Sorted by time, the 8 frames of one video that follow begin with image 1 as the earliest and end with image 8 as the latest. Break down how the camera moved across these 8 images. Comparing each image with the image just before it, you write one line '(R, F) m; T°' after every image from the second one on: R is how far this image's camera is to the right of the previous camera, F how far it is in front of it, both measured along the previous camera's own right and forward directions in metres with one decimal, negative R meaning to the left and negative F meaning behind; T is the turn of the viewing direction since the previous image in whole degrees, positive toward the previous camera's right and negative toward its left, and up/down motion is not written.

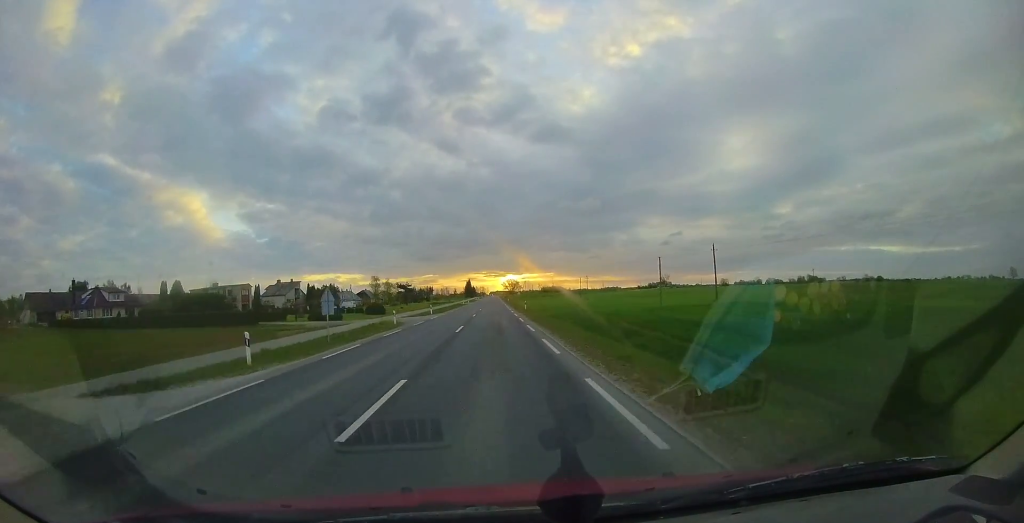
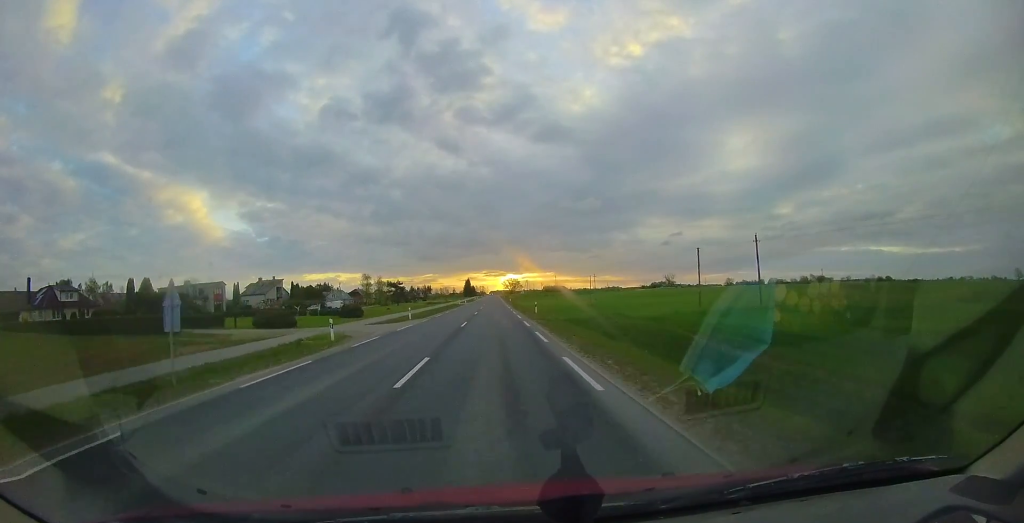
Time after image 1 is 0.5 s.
(0.0, +9.4) m; +1°
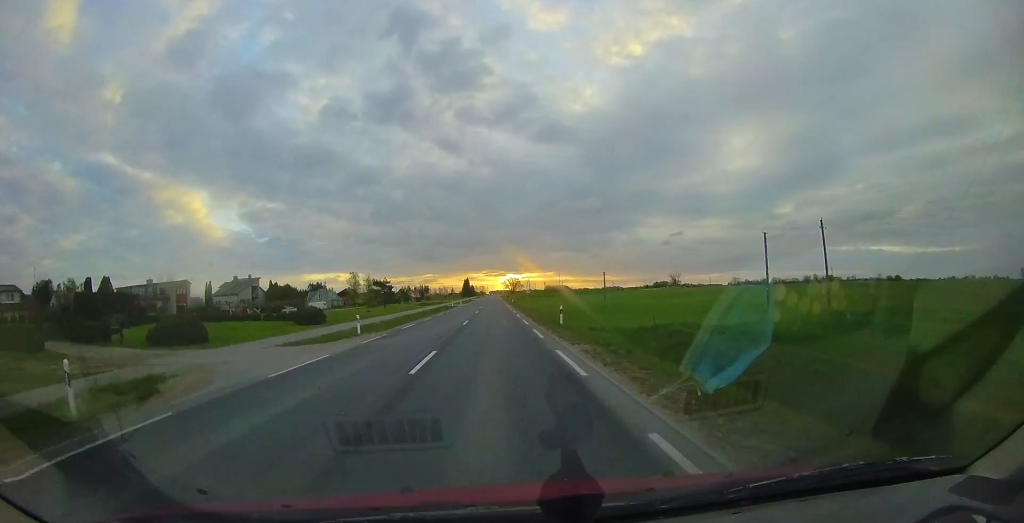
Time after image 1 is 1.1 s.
(0.0, +10.9) m; +1°
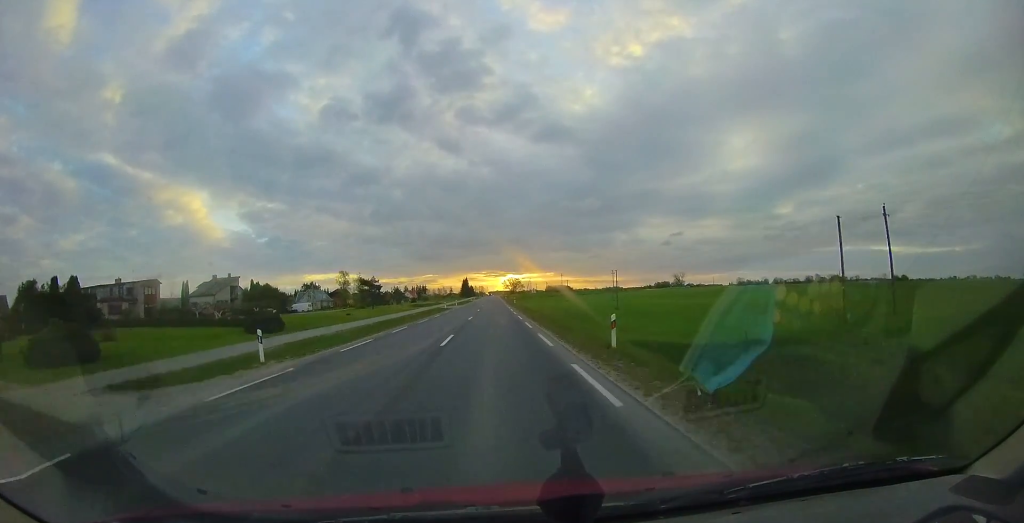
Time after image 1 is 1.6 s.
(+0.1, +8.0) m; +1°
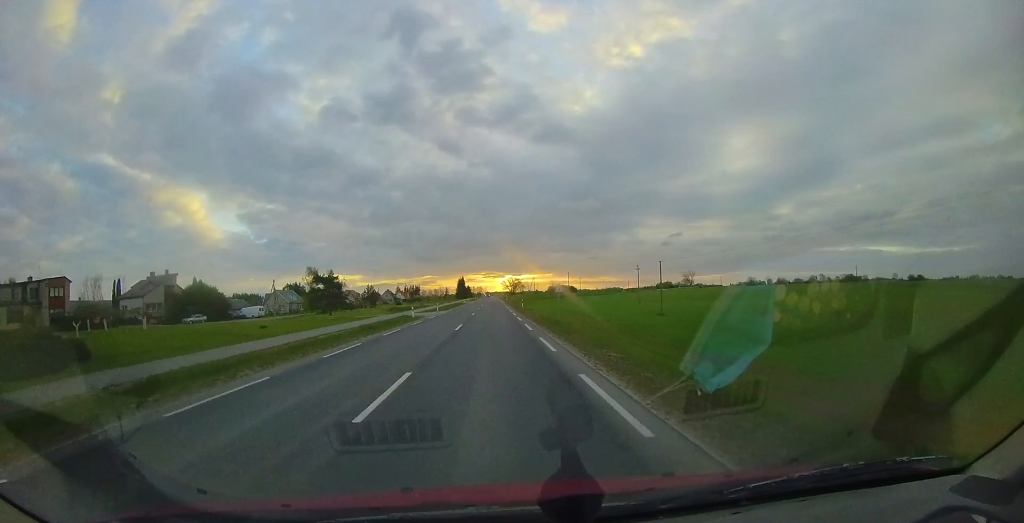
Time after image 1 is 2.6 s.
(+0.4, +19.5) m; +2°
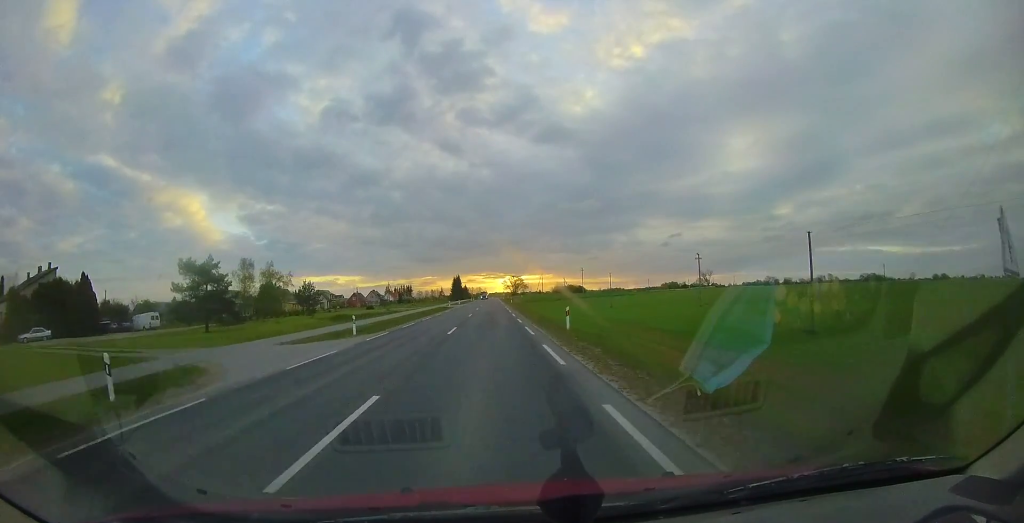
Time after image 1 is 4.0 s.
(+0.2, +26.3) m; -1°
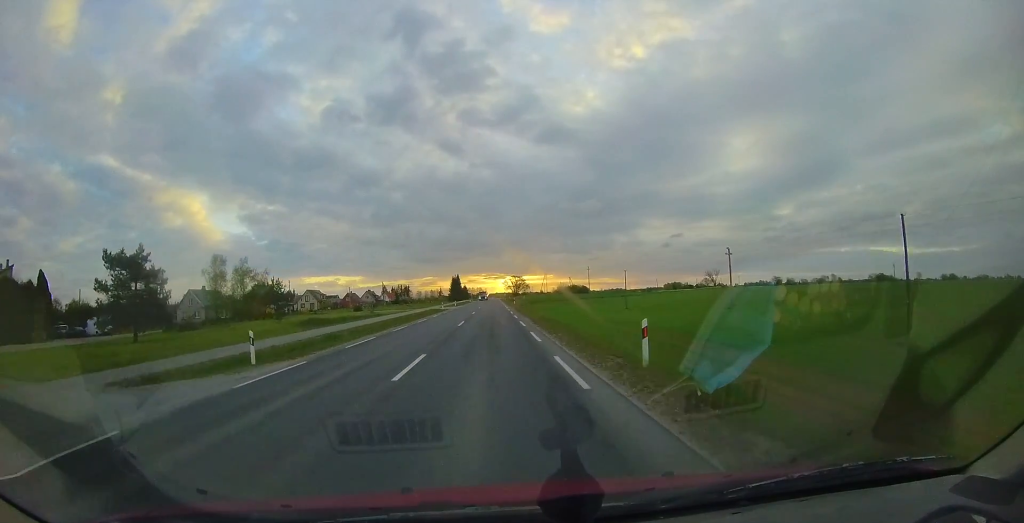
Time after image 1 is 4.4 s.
(-0.1, +8.2) m; 0°
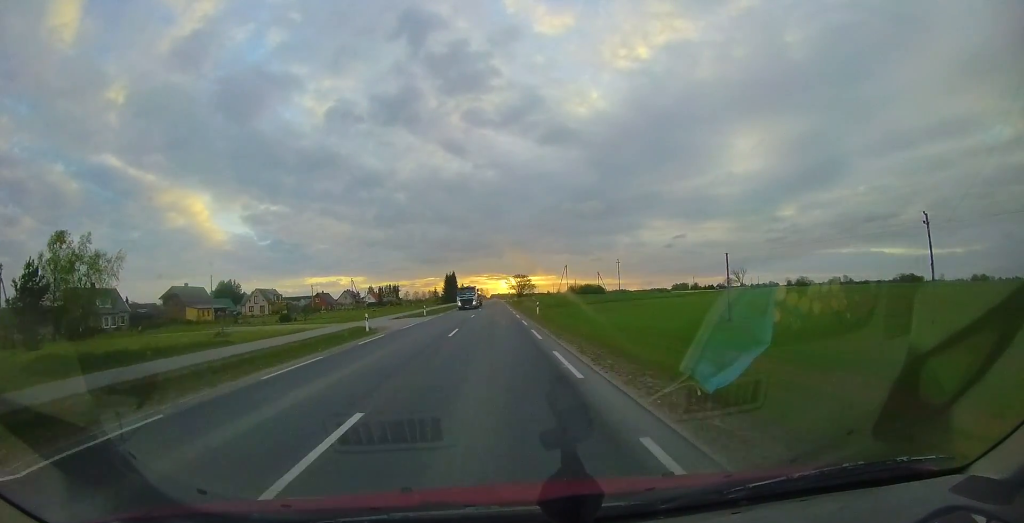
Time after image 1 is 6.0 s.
(-0.3, +29.6) m; -2°
